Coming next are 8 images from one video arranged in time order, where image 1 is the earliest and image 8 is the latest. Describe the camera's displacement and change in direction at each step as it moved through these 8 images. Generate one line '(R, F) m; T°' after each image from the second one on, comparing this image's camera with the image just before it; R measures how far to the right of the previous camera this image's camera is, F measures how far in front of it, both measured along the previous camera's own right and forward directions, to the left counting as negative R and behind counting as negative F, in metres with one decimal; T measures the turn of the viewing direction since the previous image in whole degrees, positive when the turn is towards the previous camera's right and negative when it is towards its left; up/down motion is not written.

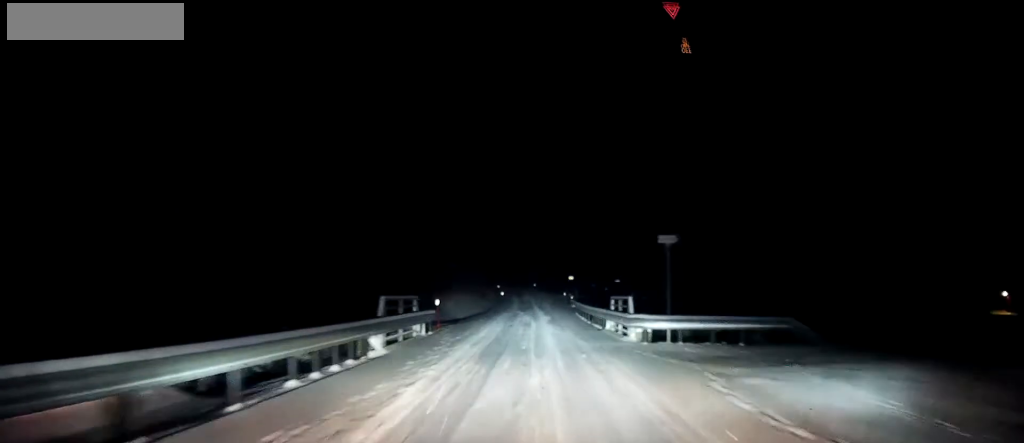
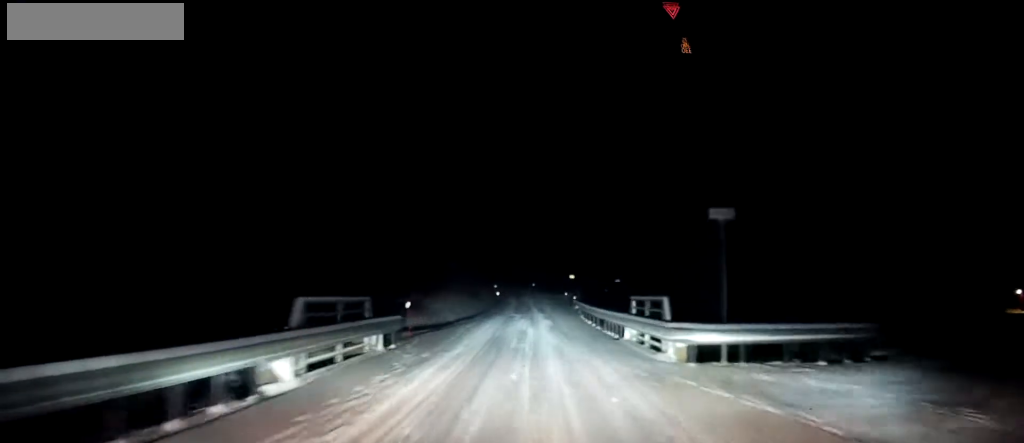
(0.0, +5.1) m; 0°
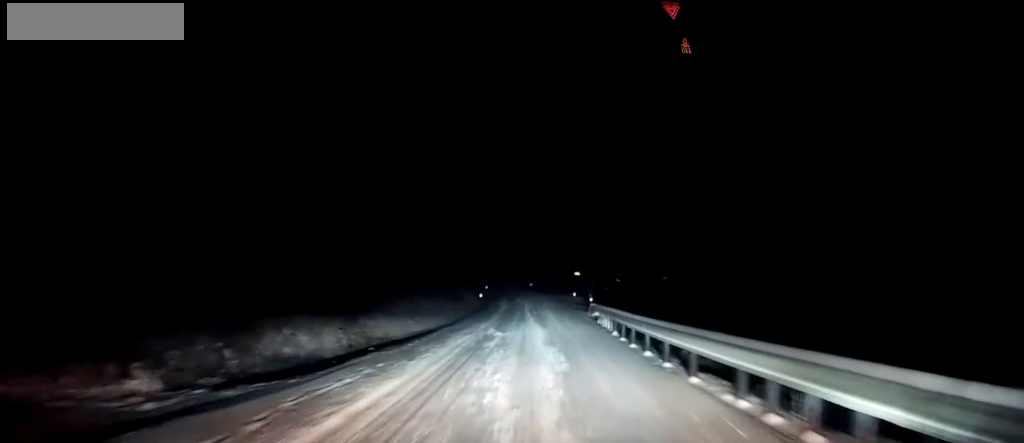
(0.0, +15.3) m; 0°
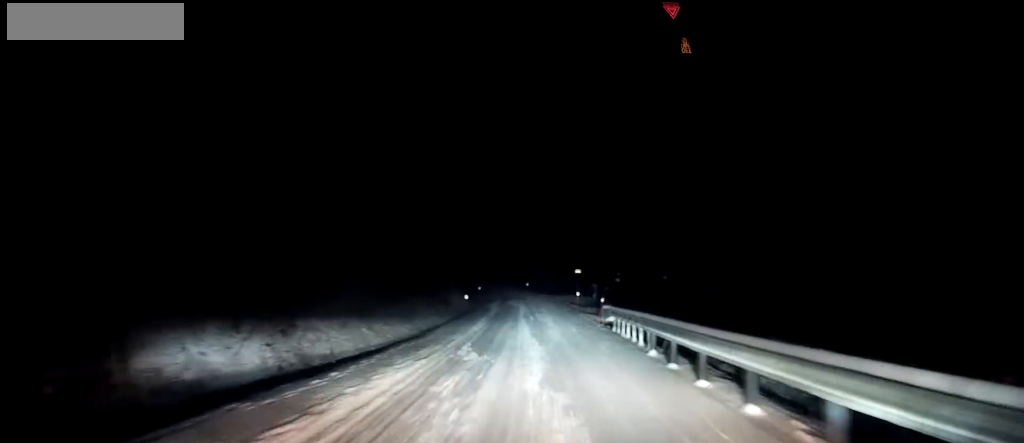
(0.0, +6.7) m; 0°
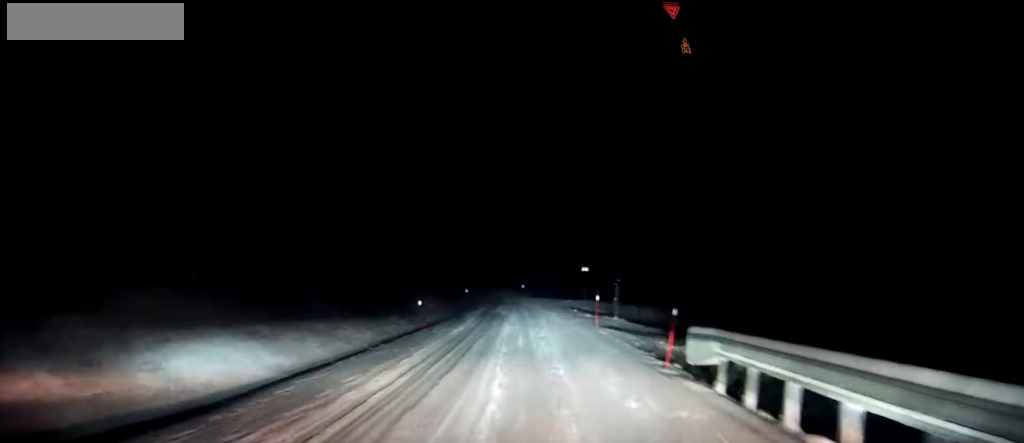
(0.0, +12.9) m; 0°
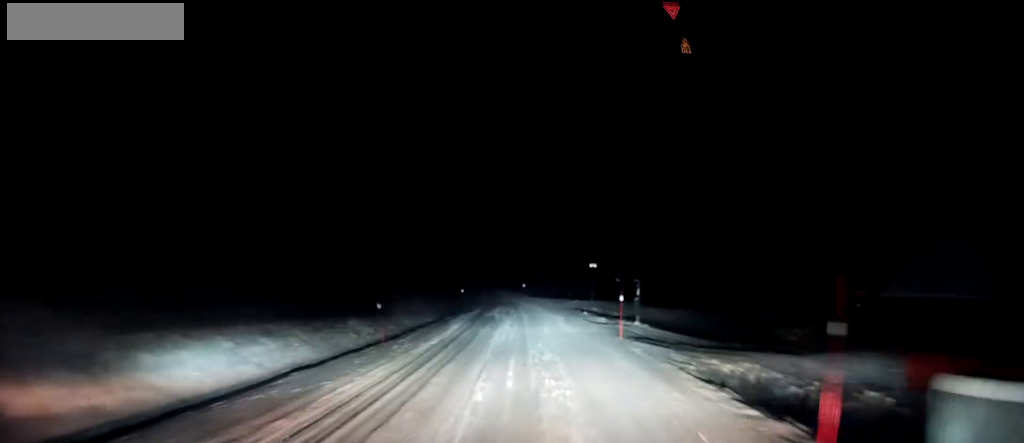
(0.0, +5.9) m; -1°
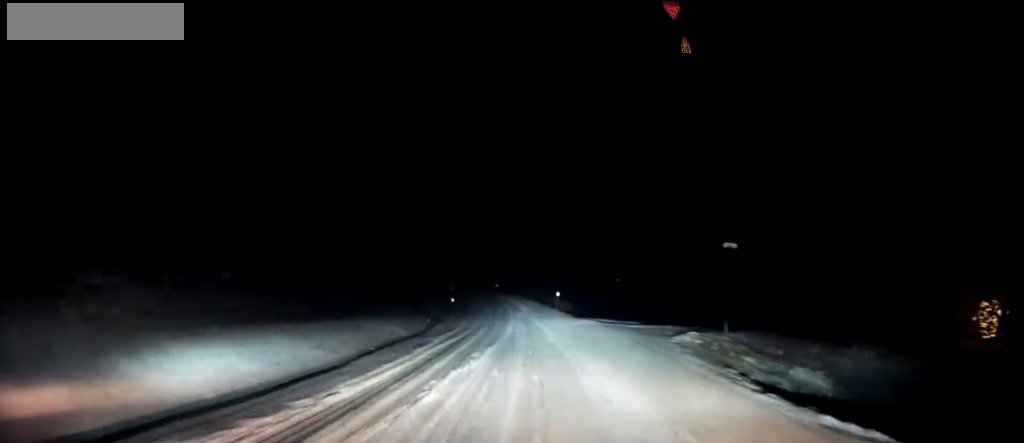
(-0.5, +28.0) m; -3°
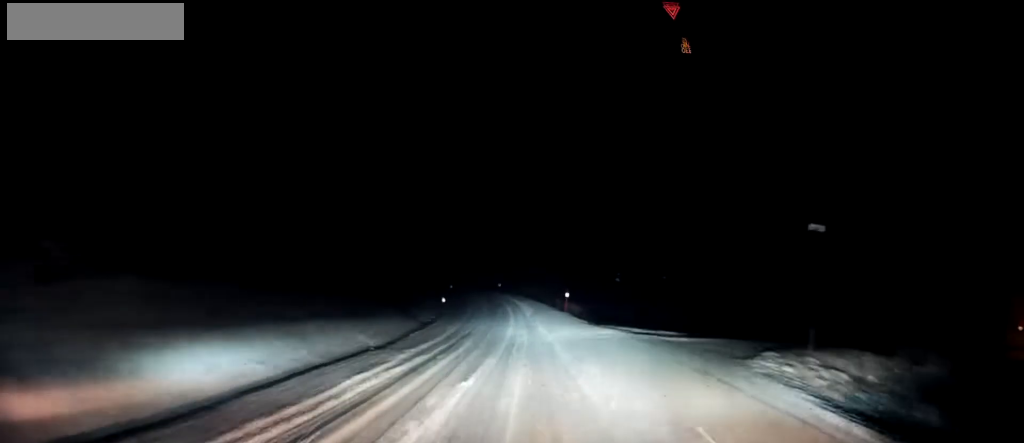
(-0.1, +5.8) m; -1°
